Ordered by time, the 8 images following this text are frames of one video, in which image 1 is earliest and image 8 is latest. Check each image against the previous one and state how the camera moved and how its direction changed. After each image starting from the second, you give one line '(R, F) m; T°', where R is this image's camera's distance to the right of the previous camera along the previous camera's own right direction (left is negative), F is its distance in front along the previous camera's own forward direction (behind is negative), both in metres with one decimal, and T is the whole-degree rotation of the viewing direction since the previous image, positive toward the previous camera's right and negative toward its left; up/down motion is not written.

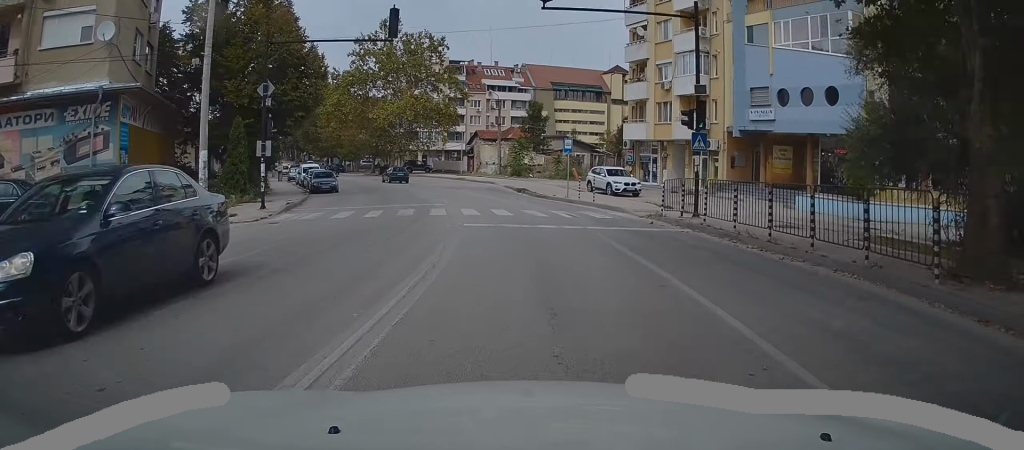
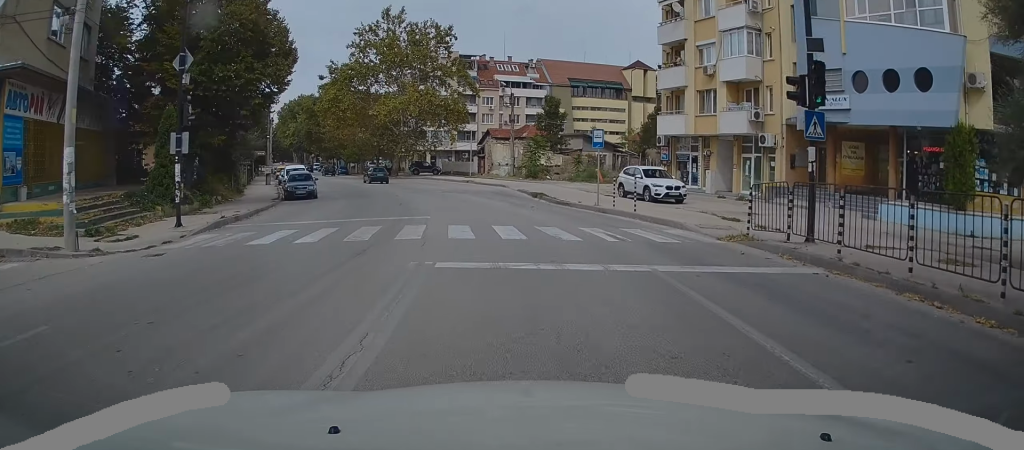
(+0.1, +7.2) m; -2°
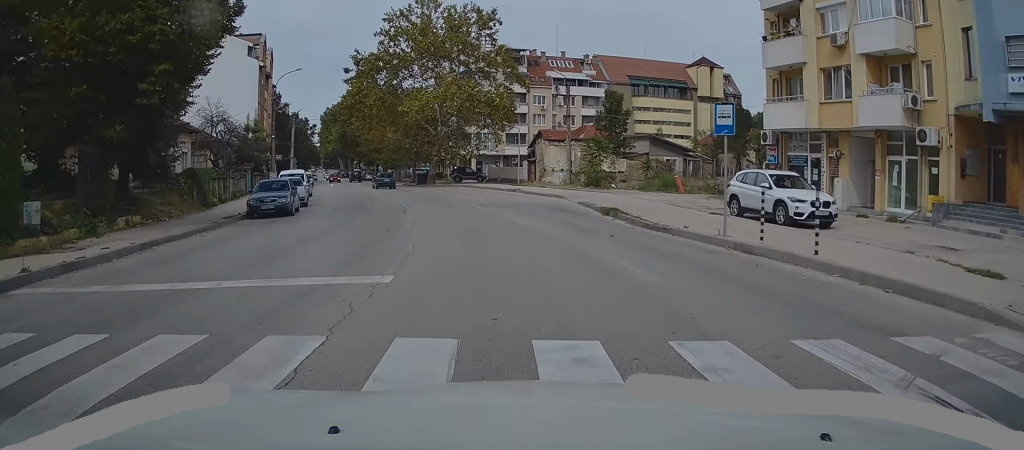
(-0.5, +10.7) m; -4°
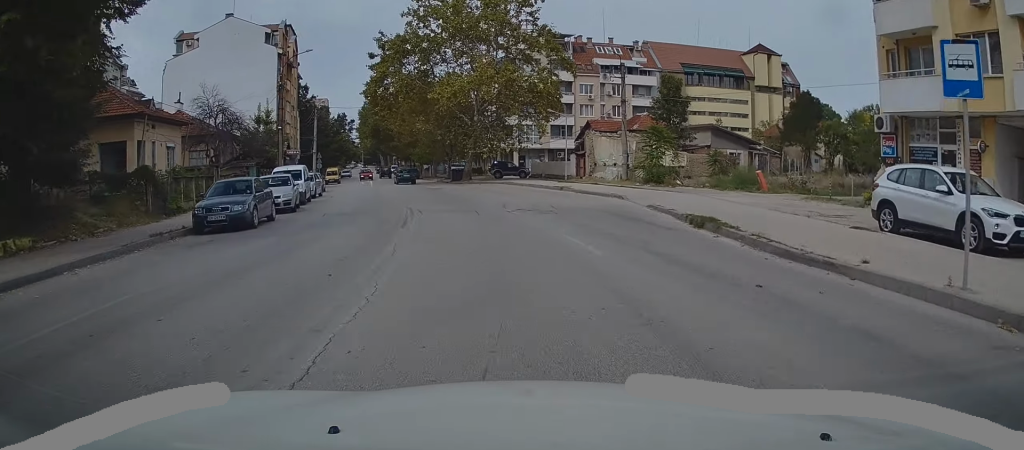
(-0.2, +7.3) m; -3°
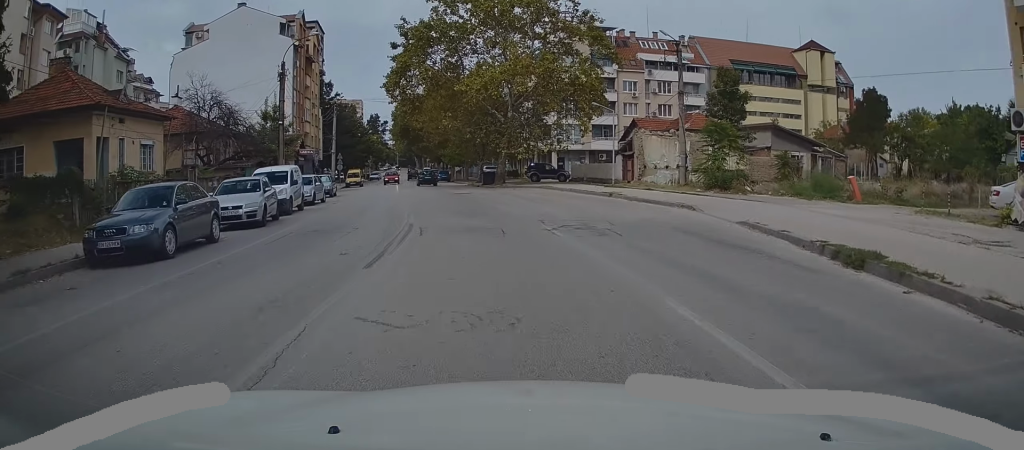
(-0.2, +6.3) m; -3°
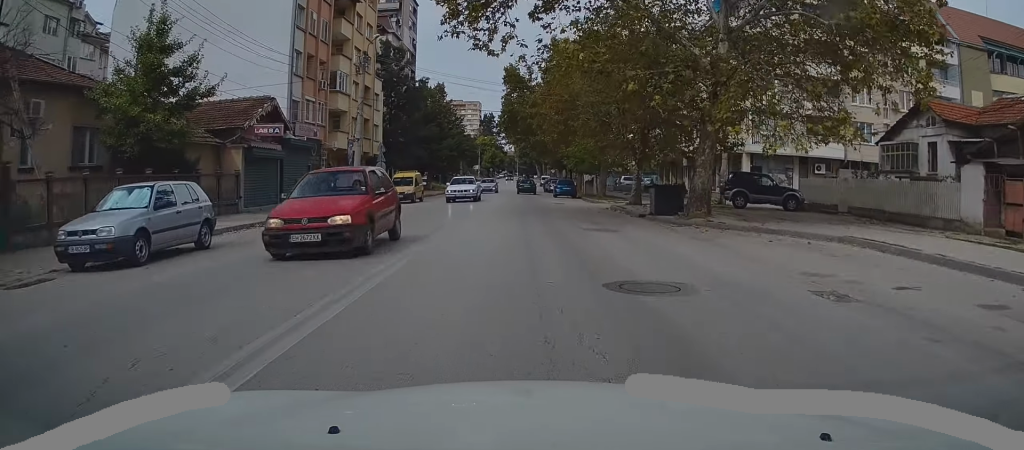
(-3.3, +30.5) m; -9°
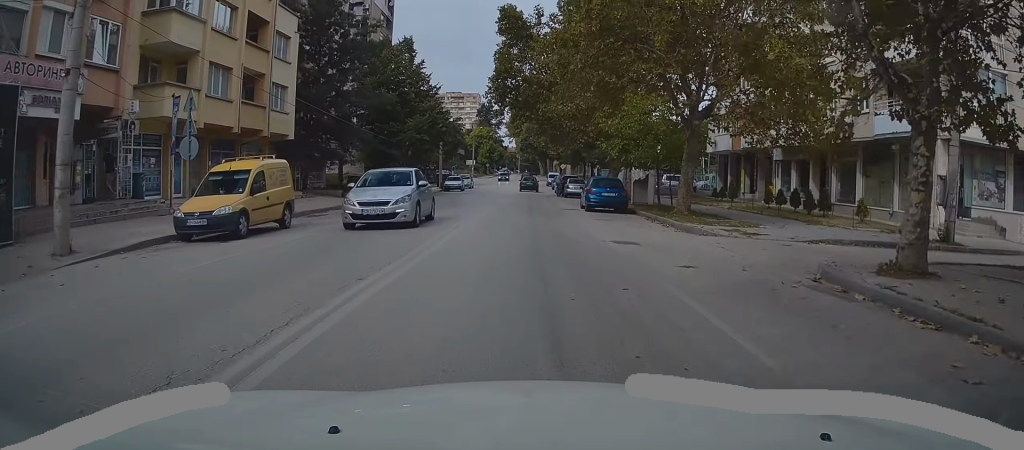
(-0.1, +23.7) m; 0°
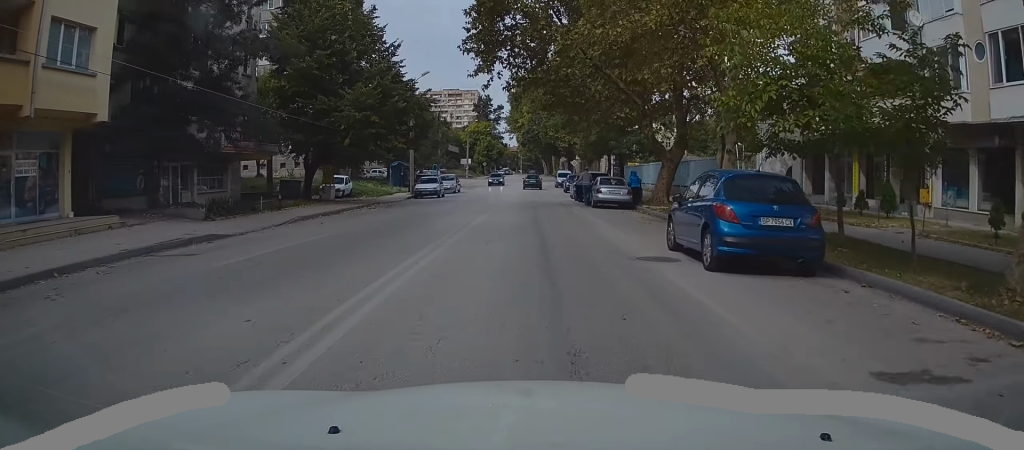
(+0.1, +17.3) m; +1°
